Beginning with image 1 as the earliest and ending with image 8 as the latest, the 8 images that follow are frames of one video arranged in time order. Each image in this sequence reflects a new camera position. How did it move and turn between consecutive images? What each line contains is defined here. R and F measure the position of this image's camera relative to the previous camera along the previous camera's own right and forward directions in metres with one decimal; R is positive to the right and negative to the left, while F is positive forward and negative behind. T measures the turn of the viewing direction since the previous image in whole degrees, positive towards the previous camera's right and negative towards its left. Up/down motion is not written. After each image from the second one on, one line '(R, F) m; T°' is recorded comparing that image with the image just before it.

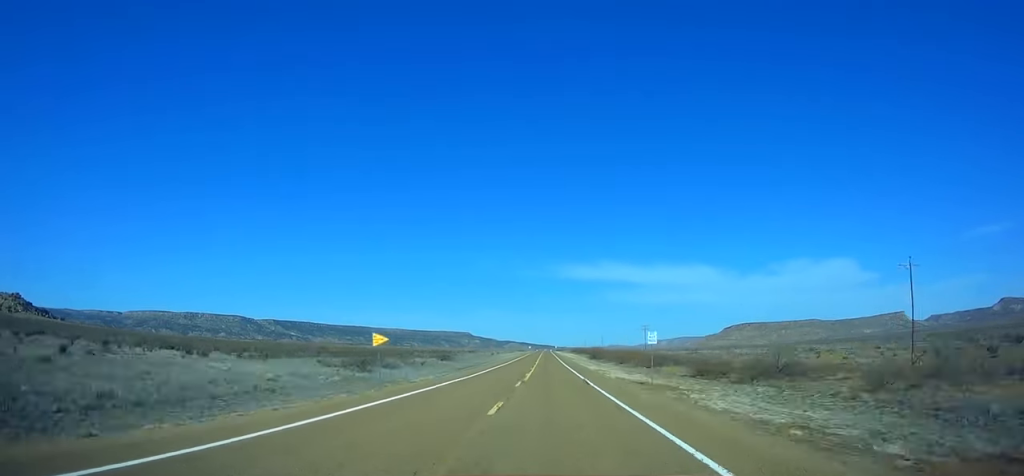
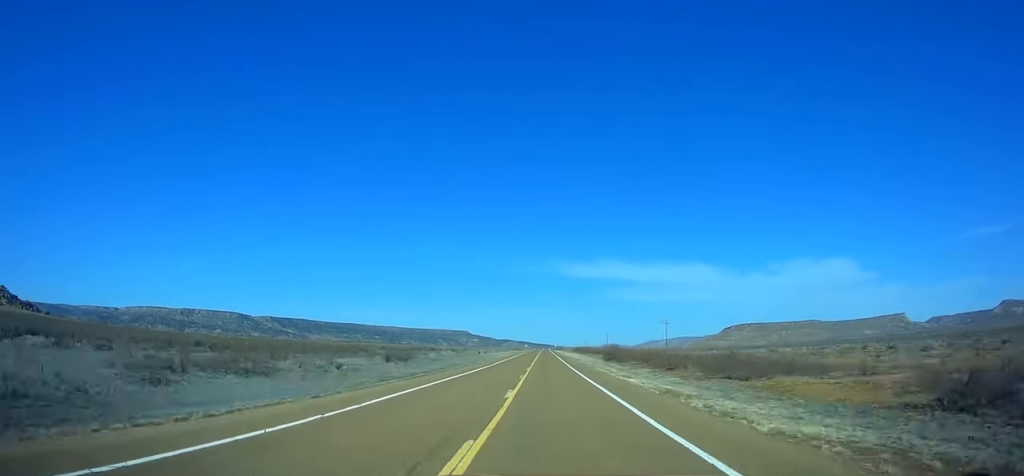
(-0.1, +32.8) m; 0°
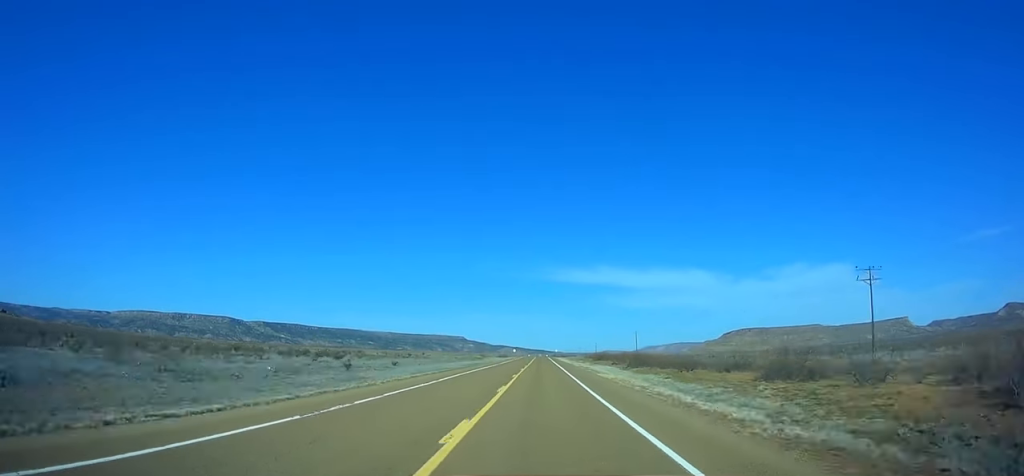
(+0.5, +95.5) m; 0°
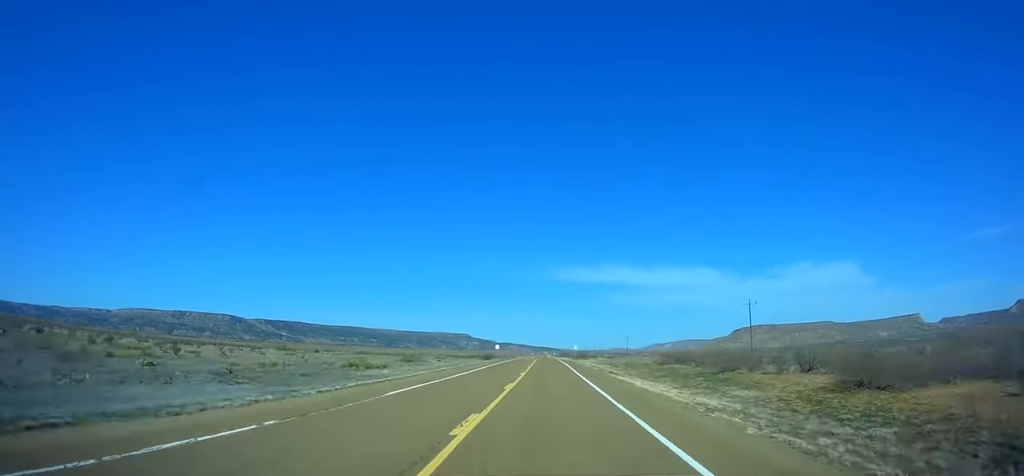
(-0.3, +98.4) m; 0°
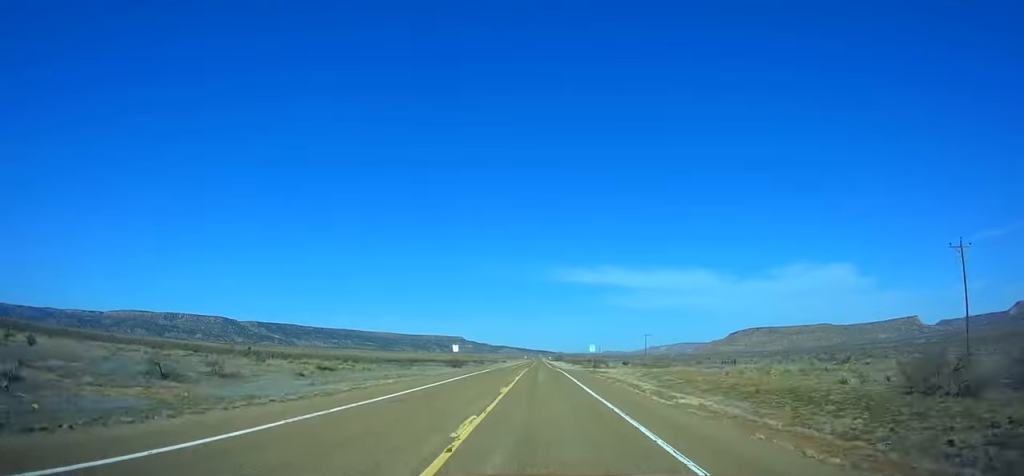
(0.0, +49.1) m; 0°
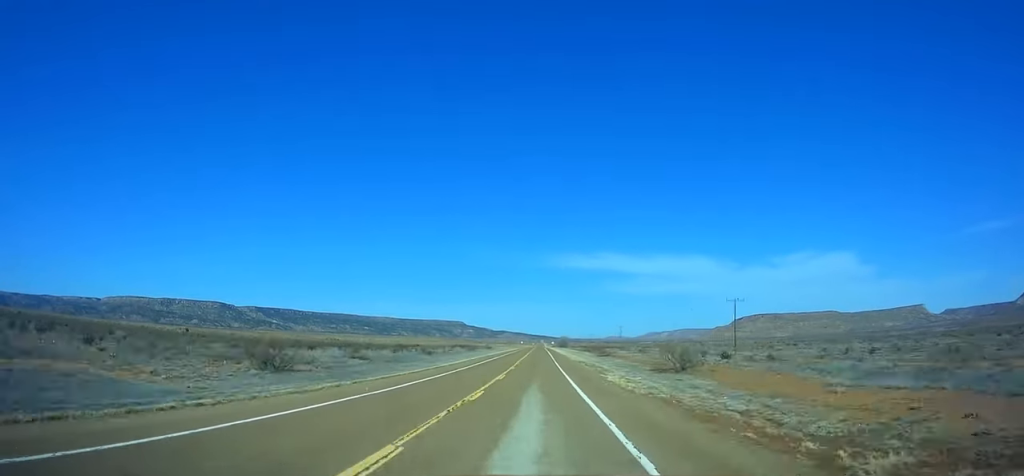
(0.0, +79.4) m; 0°
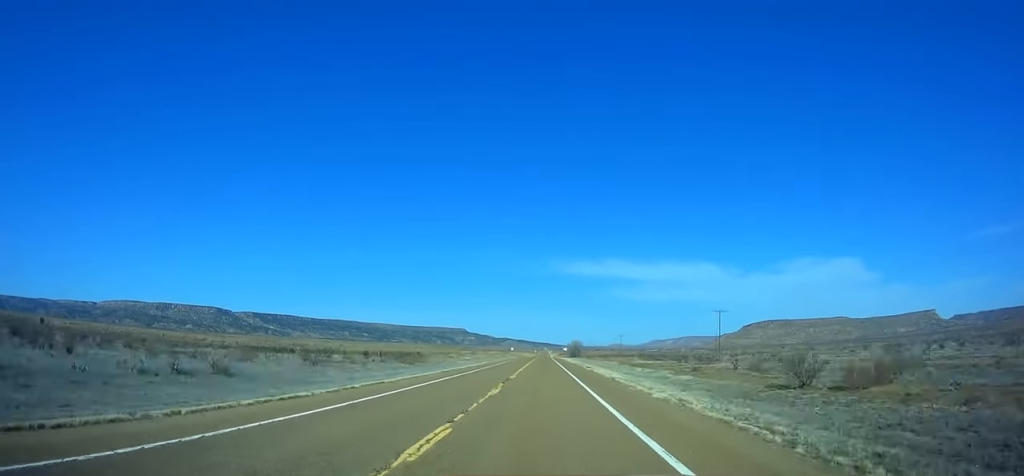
(0.0, +120.5) m; 0°
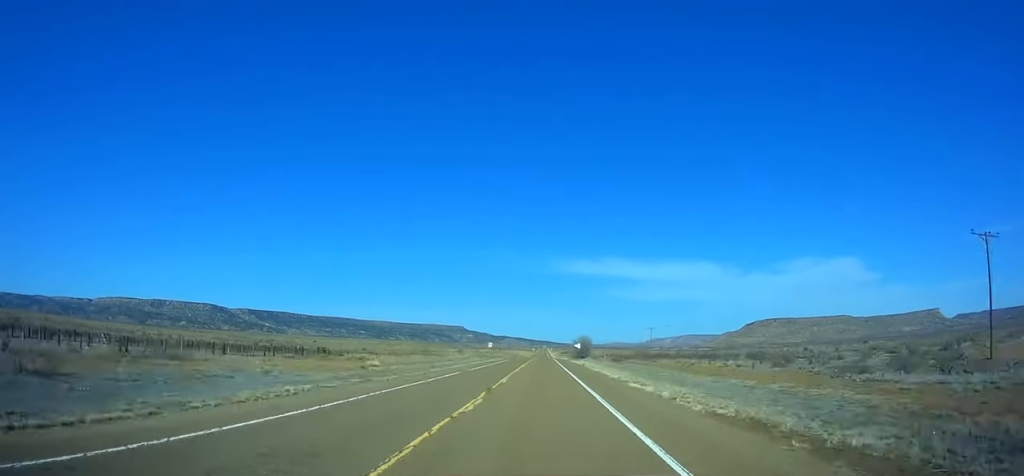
(0.0, +68.5) m; 0°
